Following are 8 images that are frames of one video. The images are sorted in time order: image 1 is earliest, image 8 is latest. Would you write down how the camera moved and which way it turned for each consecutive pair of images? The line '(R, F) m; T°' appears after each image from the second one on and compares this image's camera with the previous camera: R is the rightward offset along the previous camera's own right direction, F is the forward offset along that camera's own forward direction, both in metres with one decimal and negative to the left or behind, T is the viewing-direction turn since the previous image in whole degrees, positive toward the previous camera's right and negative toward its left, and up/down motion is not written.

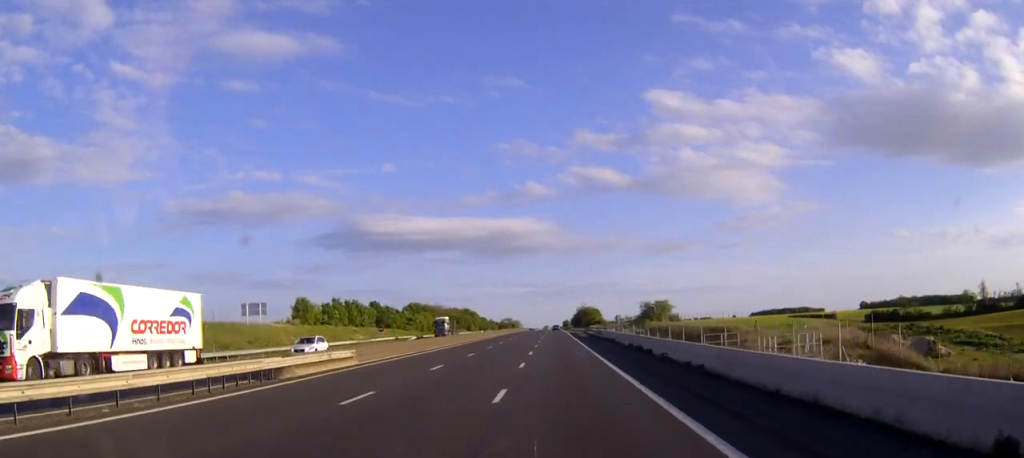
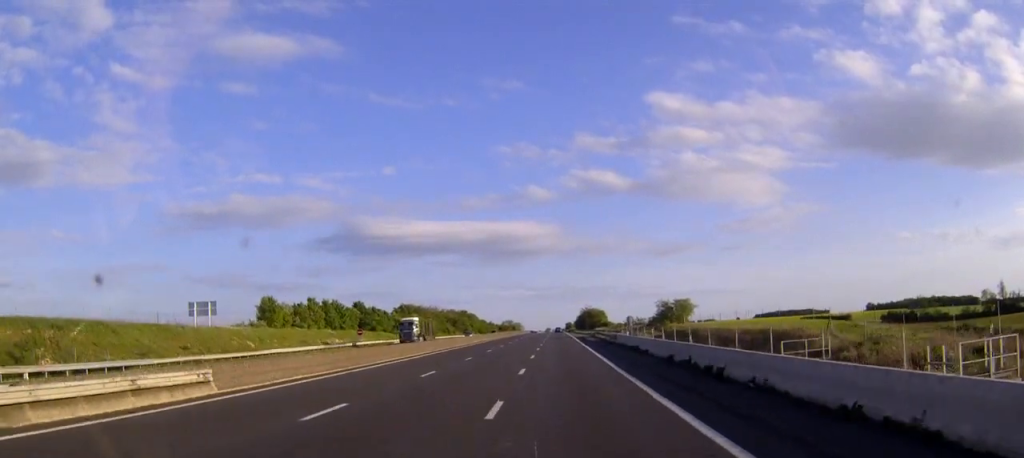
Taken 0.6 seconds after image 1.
(0.0, +15.9) m; 0°
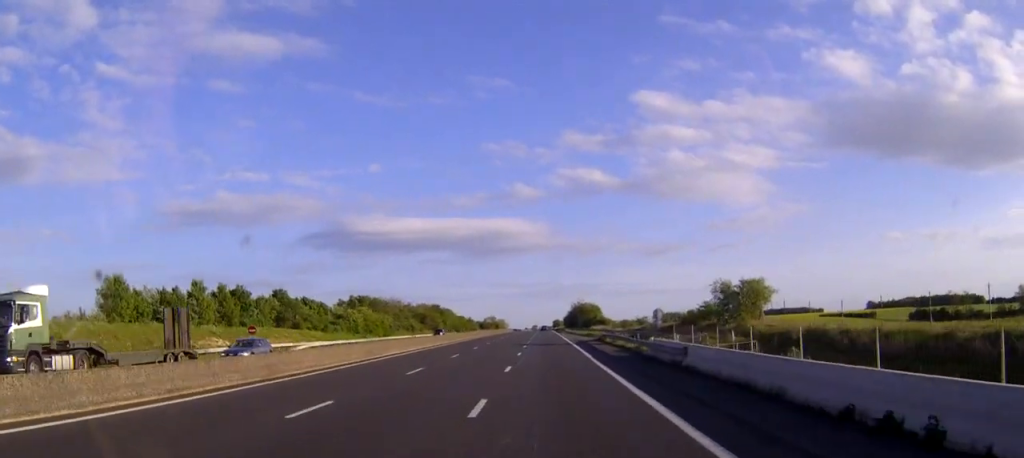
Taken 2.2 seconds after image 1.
(+0.1, +39.0) m; +1°
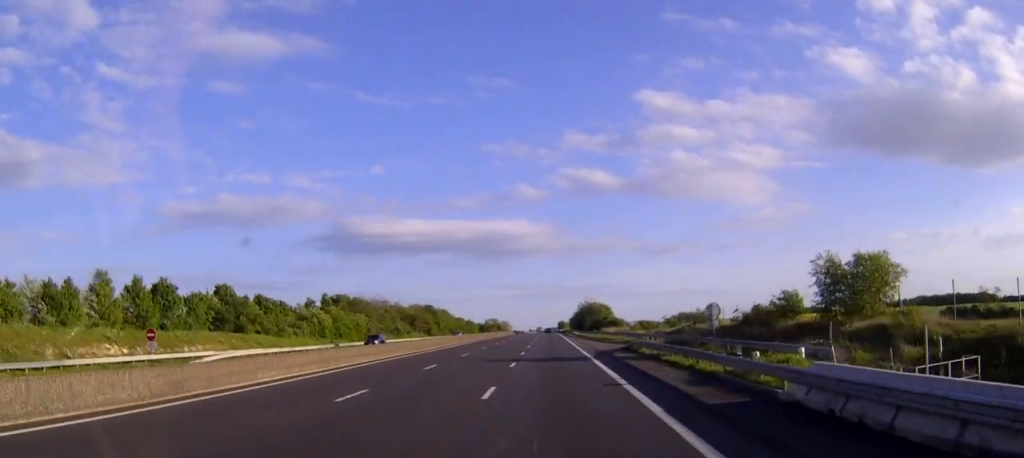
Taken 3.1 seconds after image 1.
(+0.1, +22.3) m; 0°
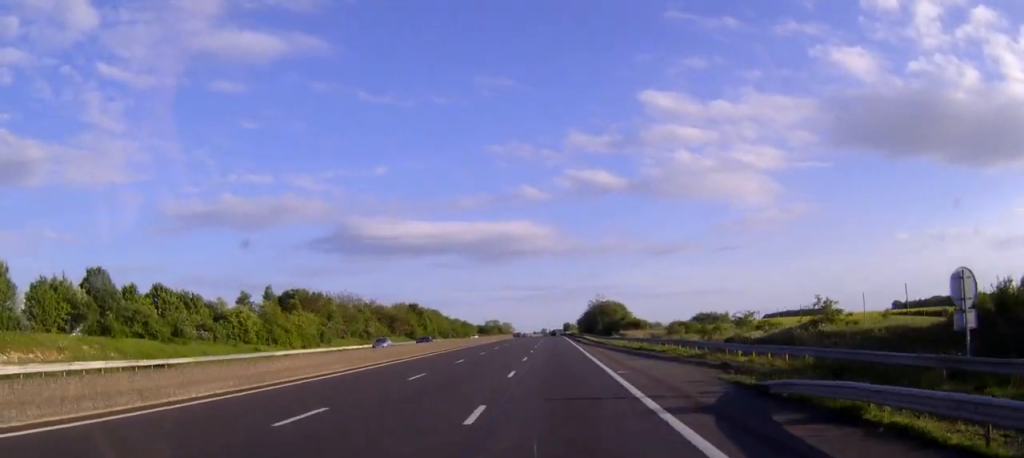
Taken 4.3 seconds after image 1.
(-0.1, +30.4) m; 0°
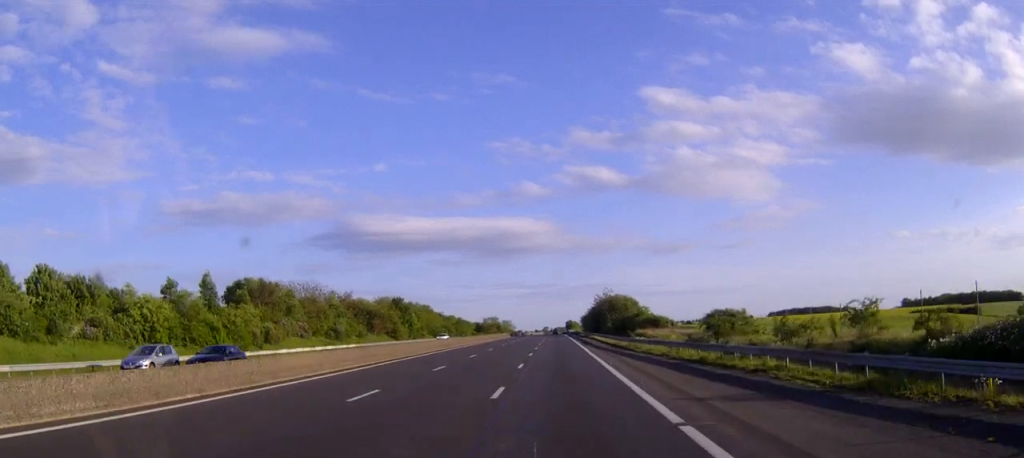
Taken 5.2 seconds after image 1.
(0.0, +21.3) m; 0°
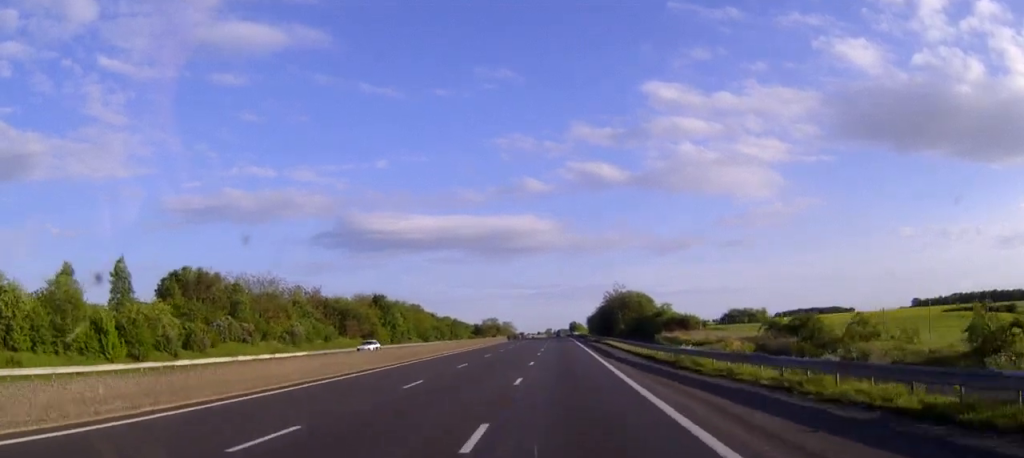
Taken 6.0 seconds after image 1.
(-0.1, +20.4) m; 0°
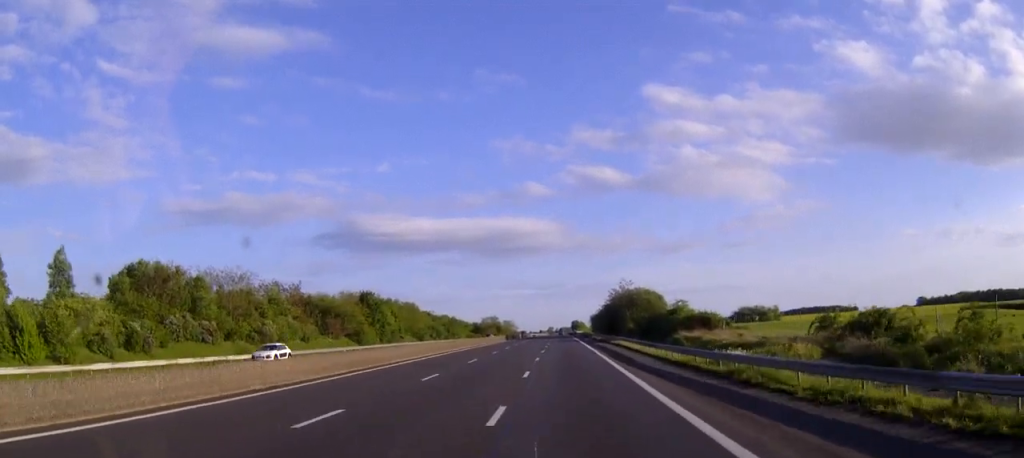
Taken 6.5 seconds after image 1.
(0.0, +10.6) m; 0°
